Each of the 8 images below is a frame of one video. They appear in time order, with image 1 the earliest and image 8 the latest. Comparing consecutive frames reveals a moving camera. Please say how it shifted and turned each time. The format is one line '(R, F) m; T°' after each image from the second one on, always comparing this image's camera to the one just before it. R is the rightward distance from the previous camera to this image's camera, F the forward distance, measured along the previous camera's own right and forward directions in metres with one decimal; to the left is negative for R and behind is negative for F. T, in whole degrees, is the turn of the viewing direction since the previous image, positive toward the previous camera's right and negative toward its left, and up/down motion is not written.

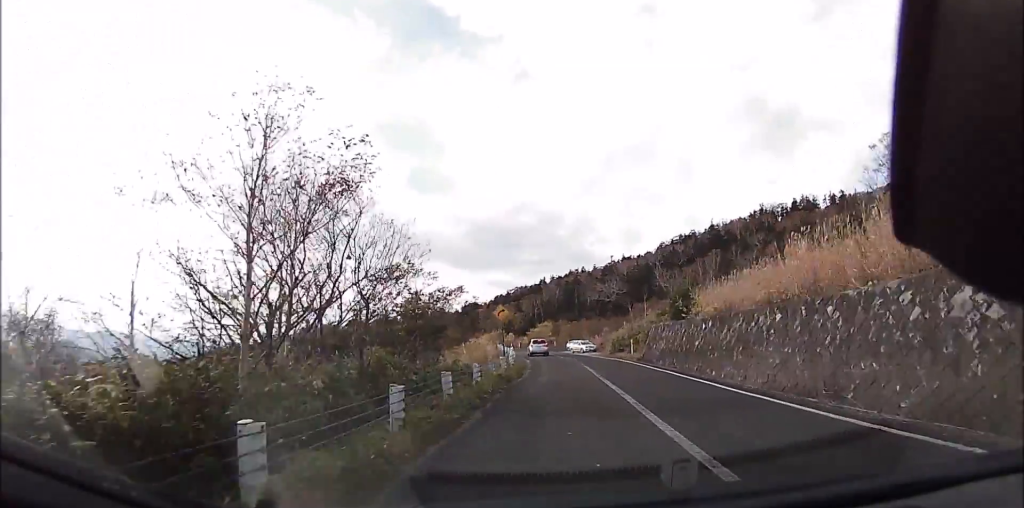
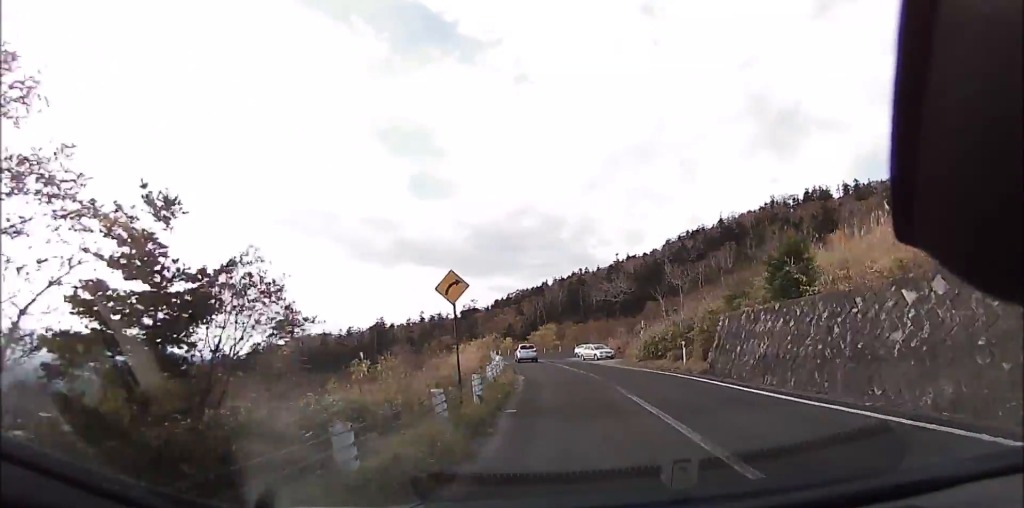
(+0.1, +11.2) m; 0°
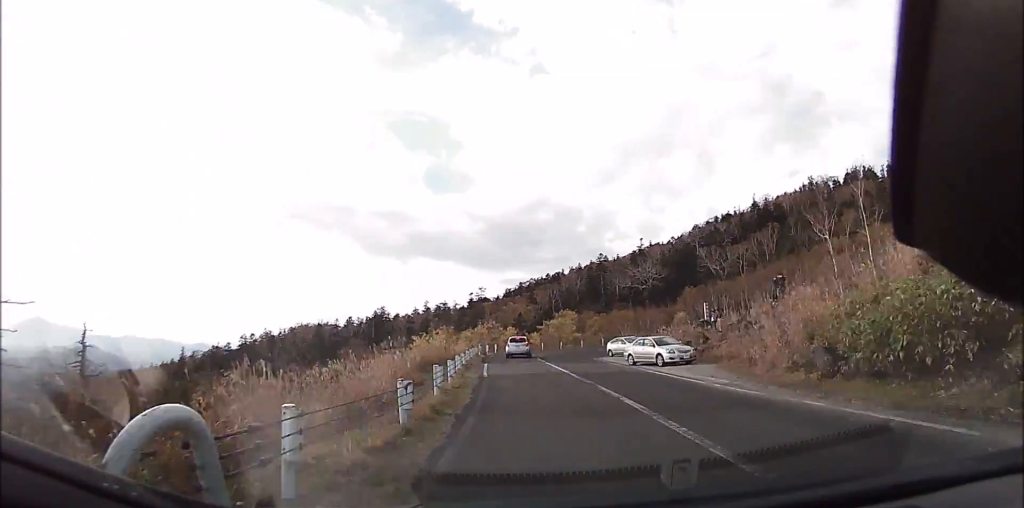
(-0.2, +17.8) m; -3°
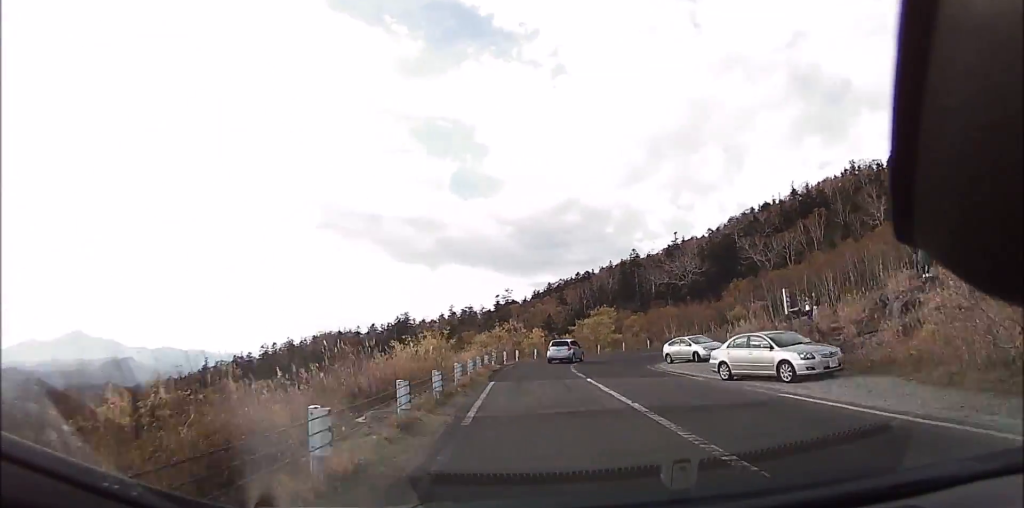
(-0.1, +9.0) m; -2°
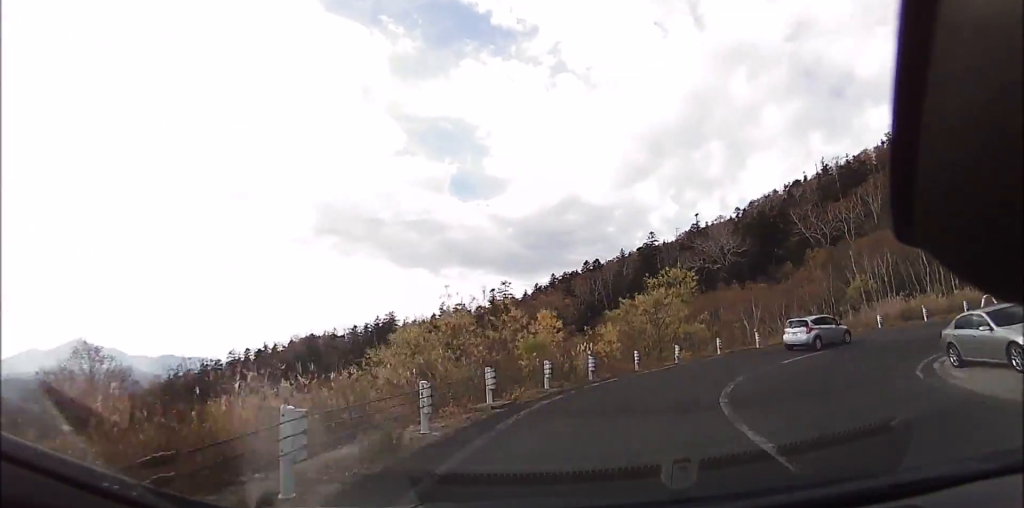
(-0.8, +22.4) m; +4°
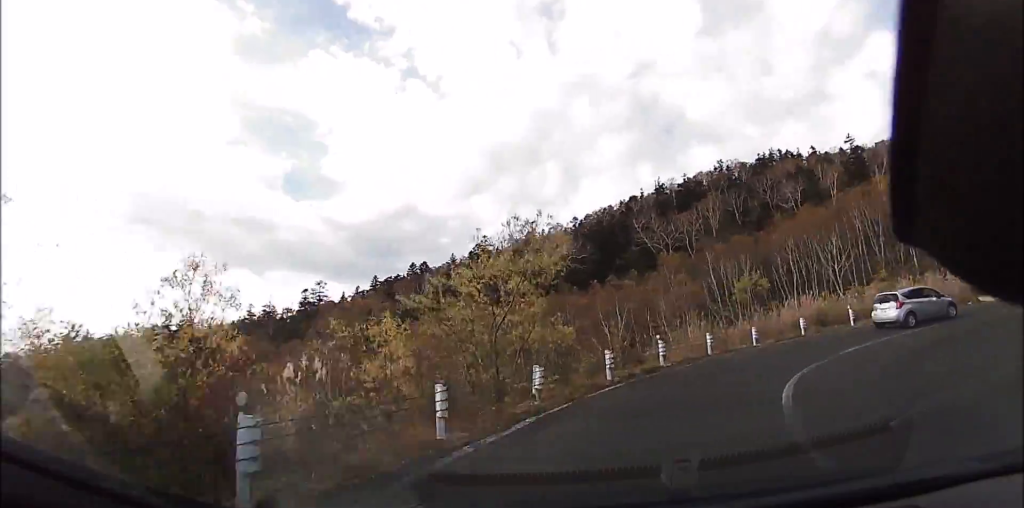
(+0.6, +11.8) m; +16°
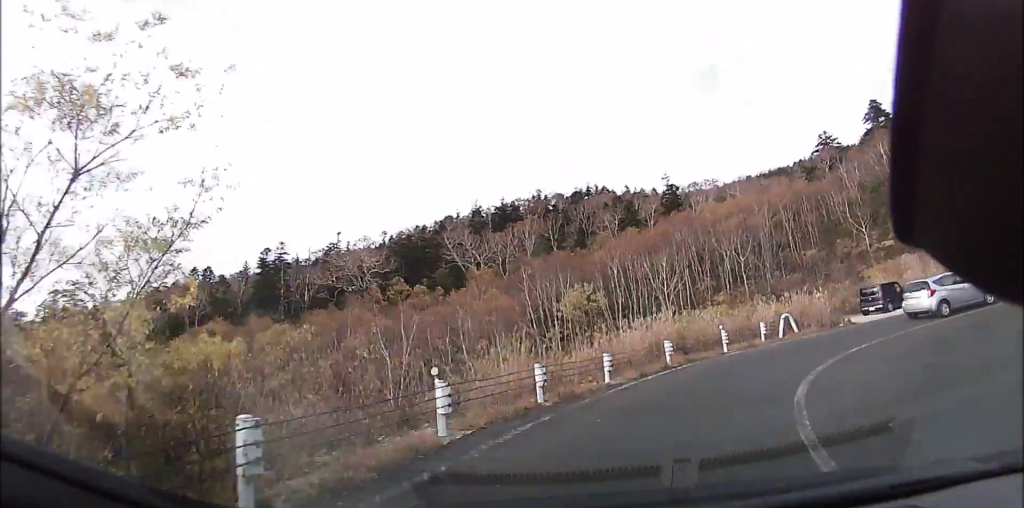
(+1.2, +8.2) m; +20°
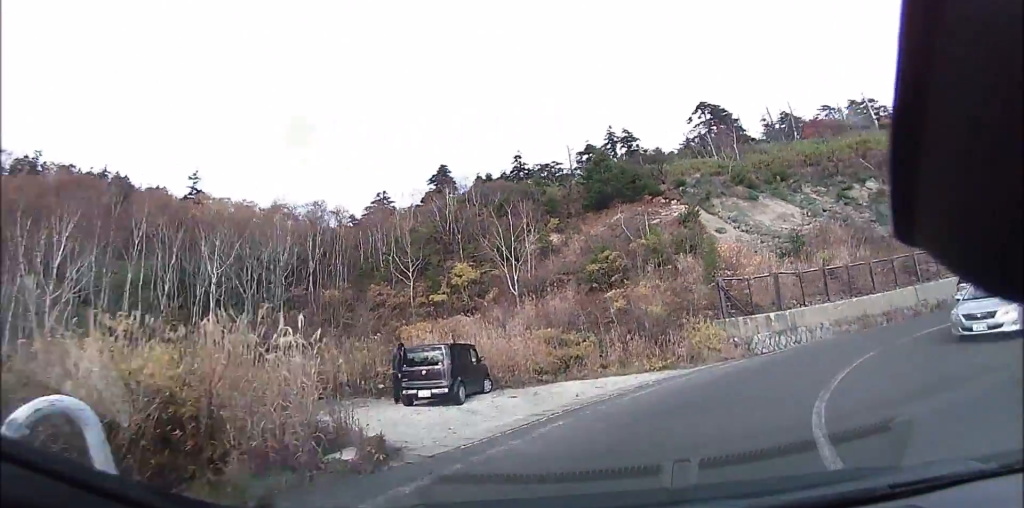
(+8.2, +14.7) m; +62°
